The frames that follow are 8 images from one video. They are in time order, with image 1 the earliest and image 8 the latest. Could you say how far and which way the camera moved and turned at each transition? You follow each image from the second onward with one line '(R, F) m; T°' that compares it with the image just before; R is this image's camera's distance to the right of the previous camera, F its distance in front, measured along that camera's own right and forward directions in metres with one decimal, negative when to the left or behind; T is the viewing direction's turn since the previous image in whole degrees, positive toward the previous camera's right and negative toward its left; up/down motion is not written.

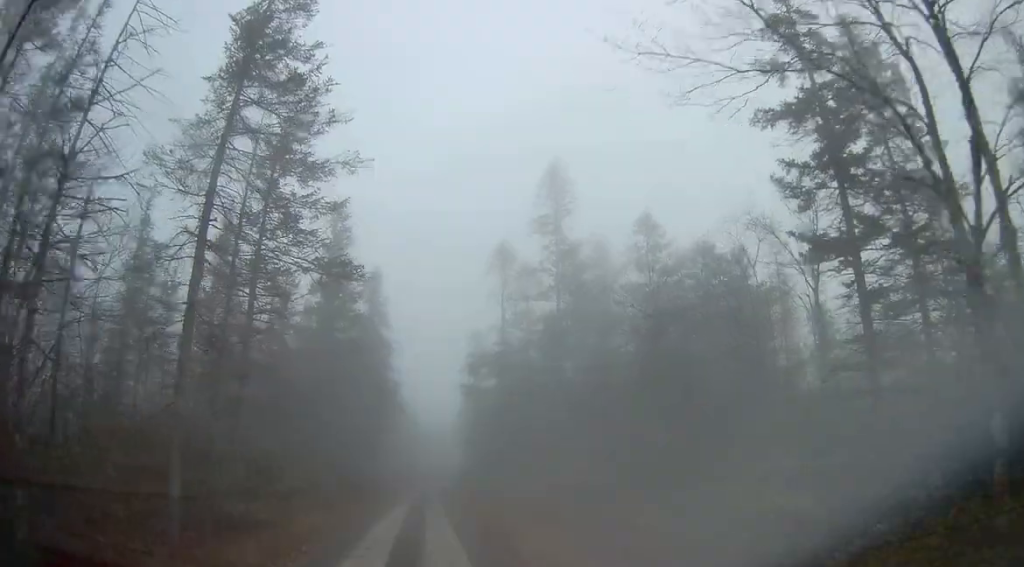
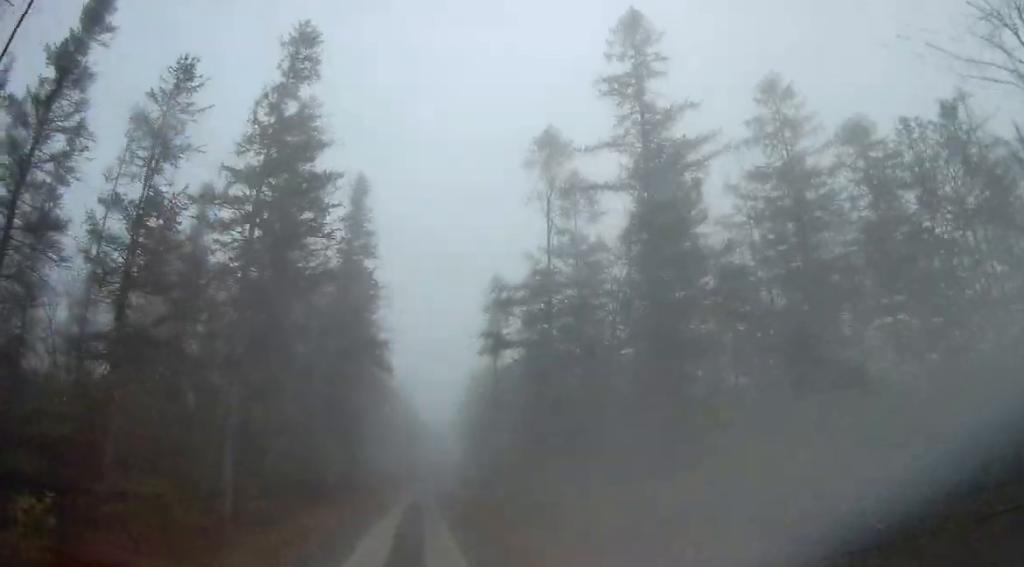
(+0.7, +13.3) m; +3°
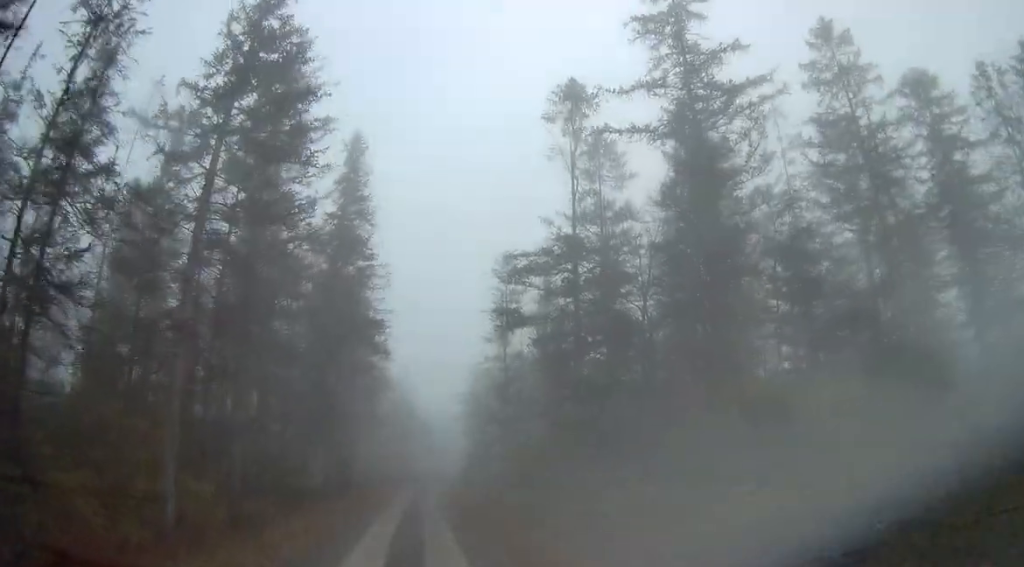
(0.0, +3.7) m; -1°
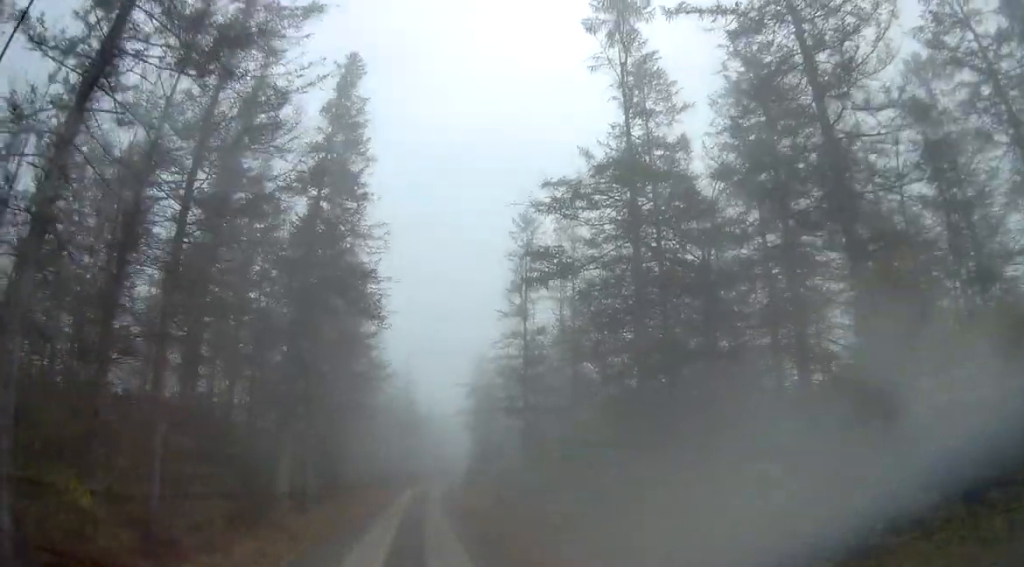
(0.0, +5.3) m; -2°
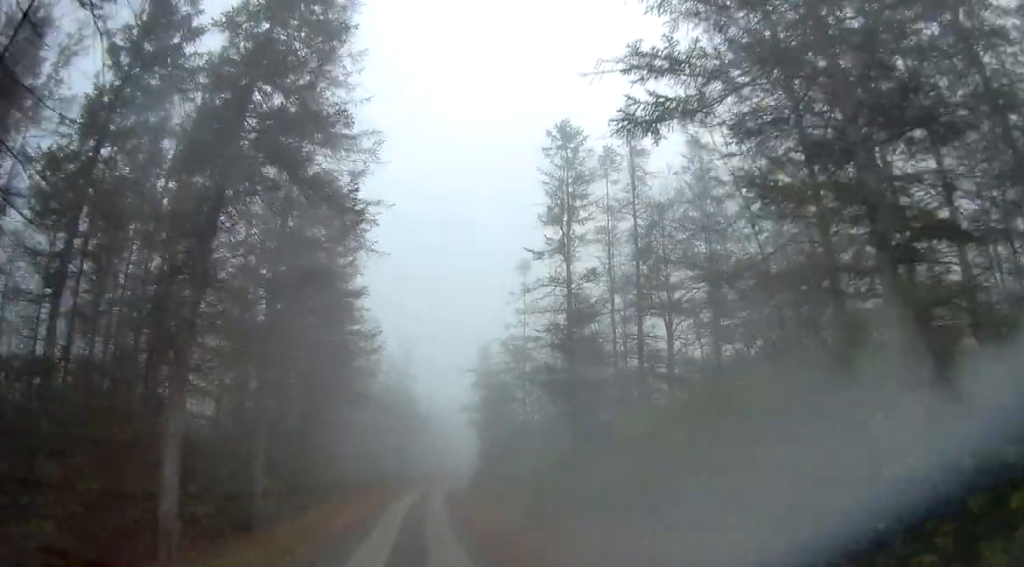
(-0.2, +7.9) m; +1°
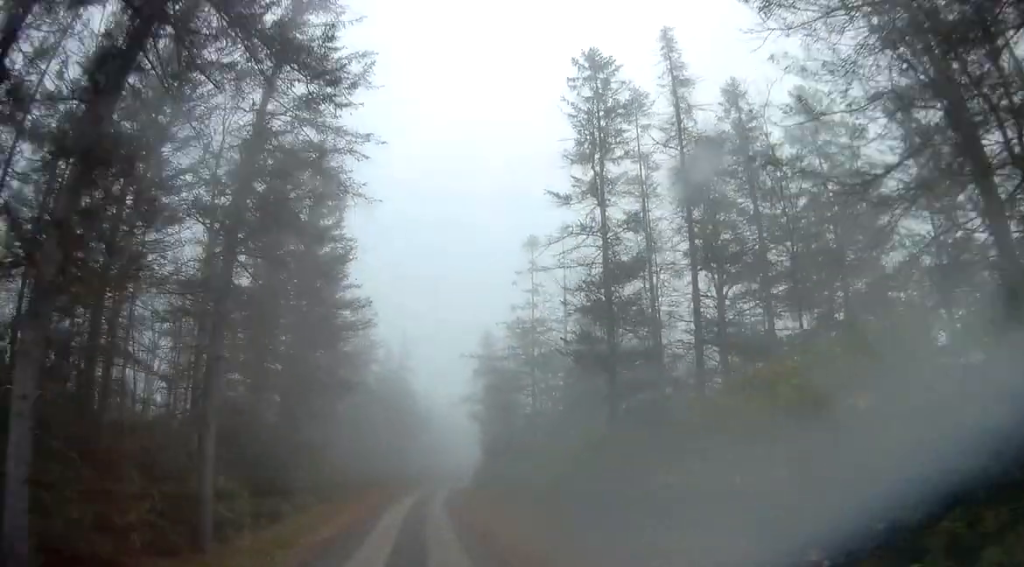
(+0.2, +3.9) m; +2°
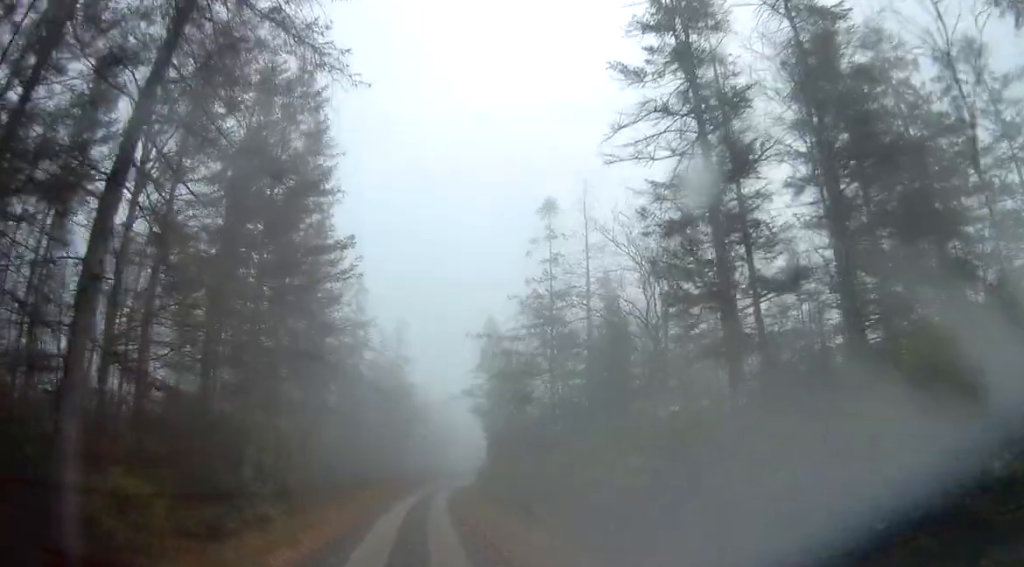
(0.0, +5.5) m; 0°
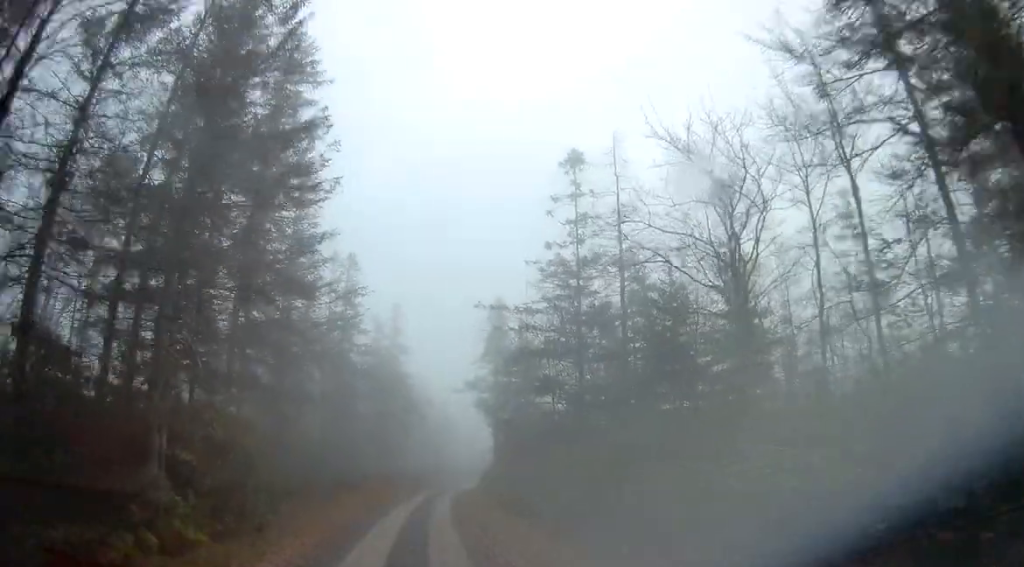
(0.0, +5.5) m; 0°
